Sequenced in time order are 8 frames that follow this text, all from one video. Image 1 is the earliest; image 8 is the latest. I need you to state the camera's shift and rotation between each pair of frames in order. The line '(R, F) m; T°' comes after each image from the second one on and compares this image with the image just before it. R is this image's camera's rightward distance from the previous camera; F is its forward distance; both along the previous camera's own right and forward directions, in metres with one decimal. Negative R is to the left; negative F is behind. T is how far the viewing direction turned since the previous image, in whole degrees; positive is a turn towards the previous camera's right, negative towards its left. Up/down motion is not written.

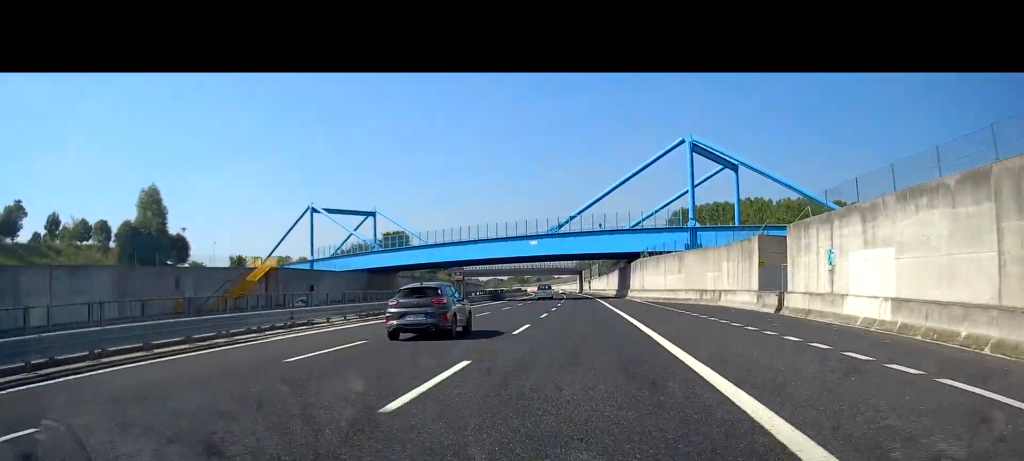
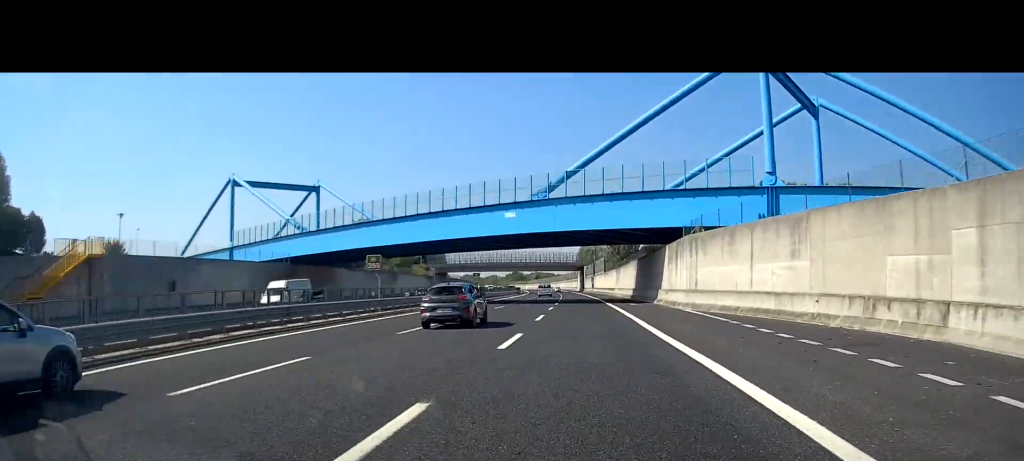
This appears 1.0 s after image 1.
(-0.1, +27.7) m; -1°
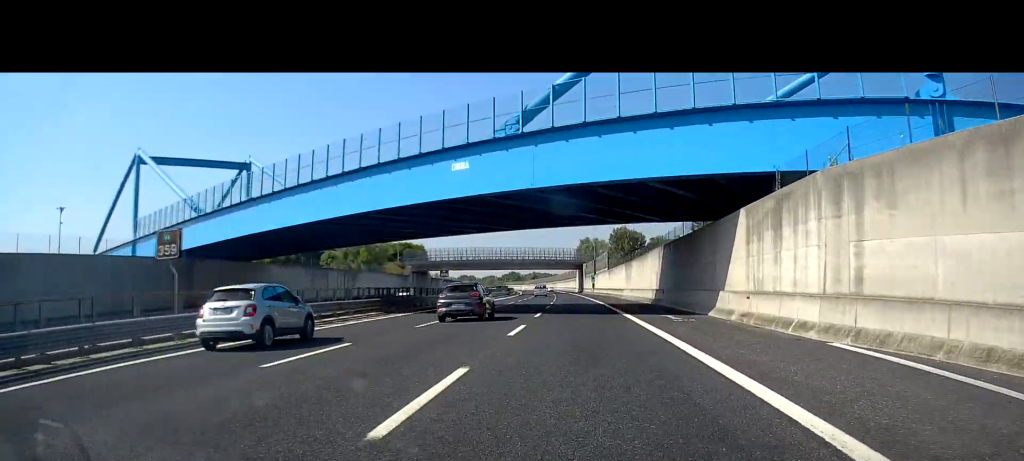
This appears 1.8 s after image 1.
(-0.1, +20.5) m; 0°
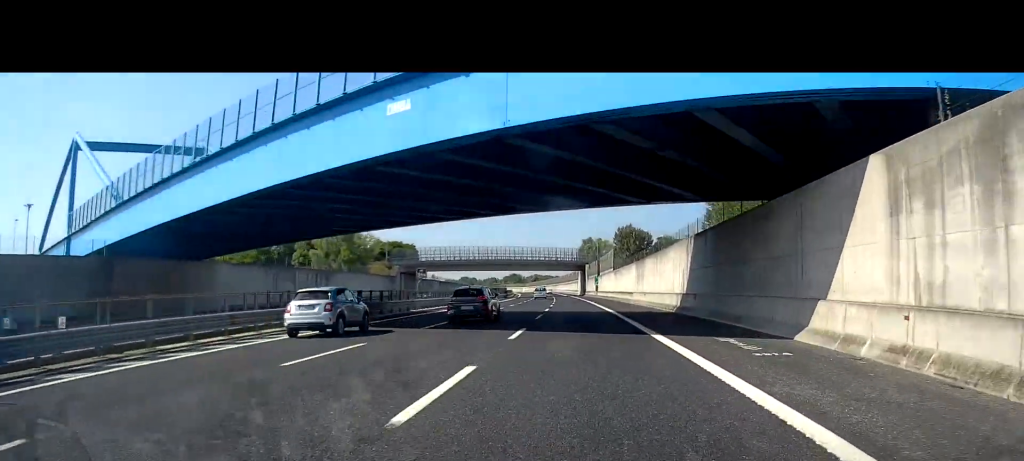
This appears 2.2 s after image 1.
(0.0, +10.7) m; 0°
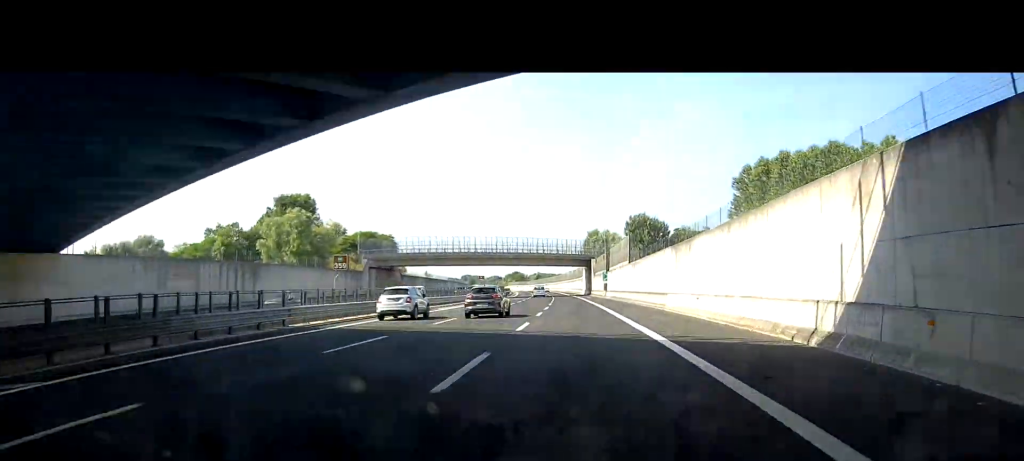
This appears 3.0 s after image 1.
(-0.1, +20.4) m; -1°
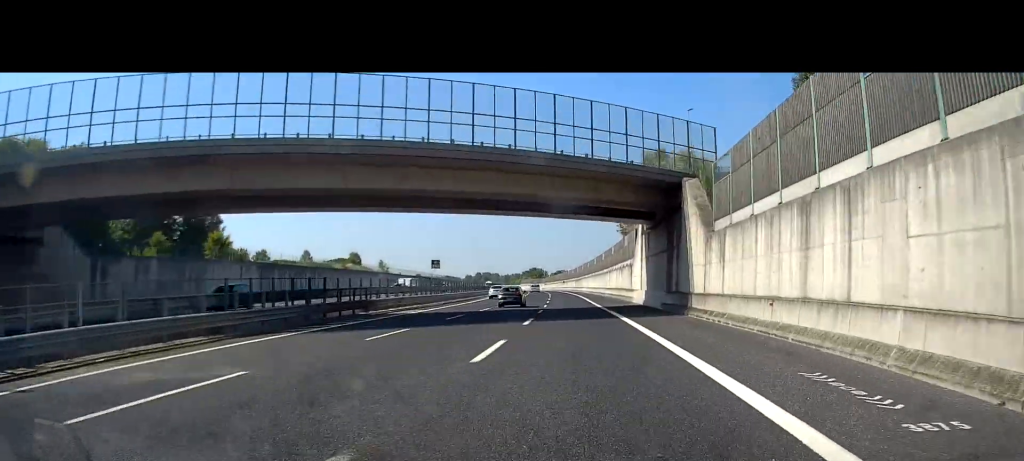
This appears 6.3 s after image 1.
(-1.2, +88.4) m; -2°
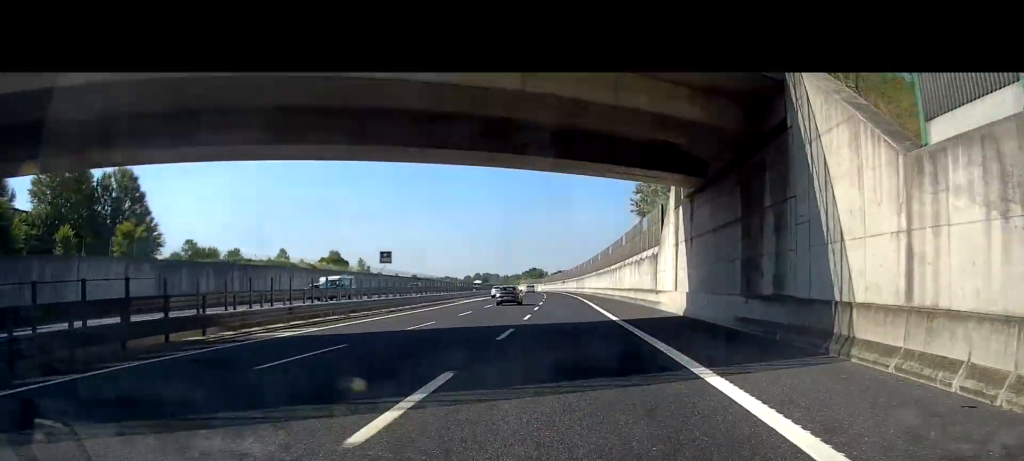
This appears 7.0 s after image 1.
(-0.2, +17.4) m; -1°
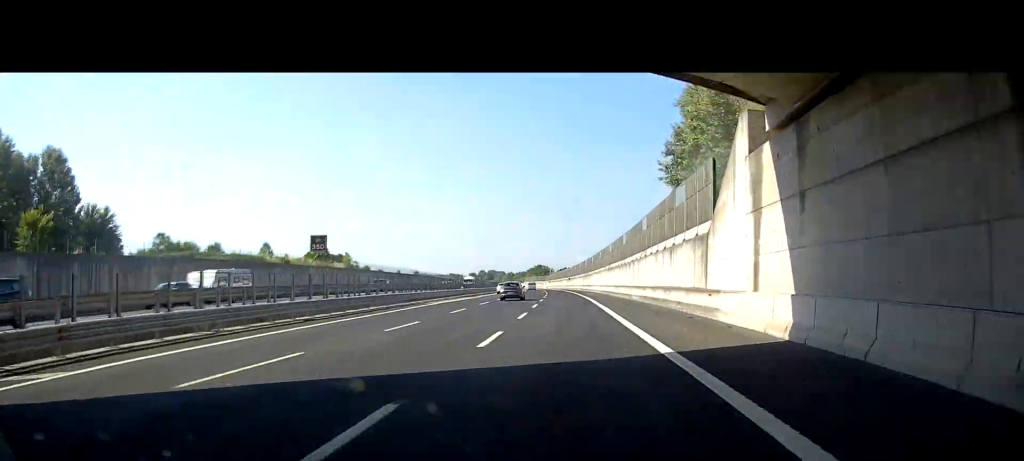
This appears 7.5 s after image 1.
(-0.1, +13.9) m; 0°
